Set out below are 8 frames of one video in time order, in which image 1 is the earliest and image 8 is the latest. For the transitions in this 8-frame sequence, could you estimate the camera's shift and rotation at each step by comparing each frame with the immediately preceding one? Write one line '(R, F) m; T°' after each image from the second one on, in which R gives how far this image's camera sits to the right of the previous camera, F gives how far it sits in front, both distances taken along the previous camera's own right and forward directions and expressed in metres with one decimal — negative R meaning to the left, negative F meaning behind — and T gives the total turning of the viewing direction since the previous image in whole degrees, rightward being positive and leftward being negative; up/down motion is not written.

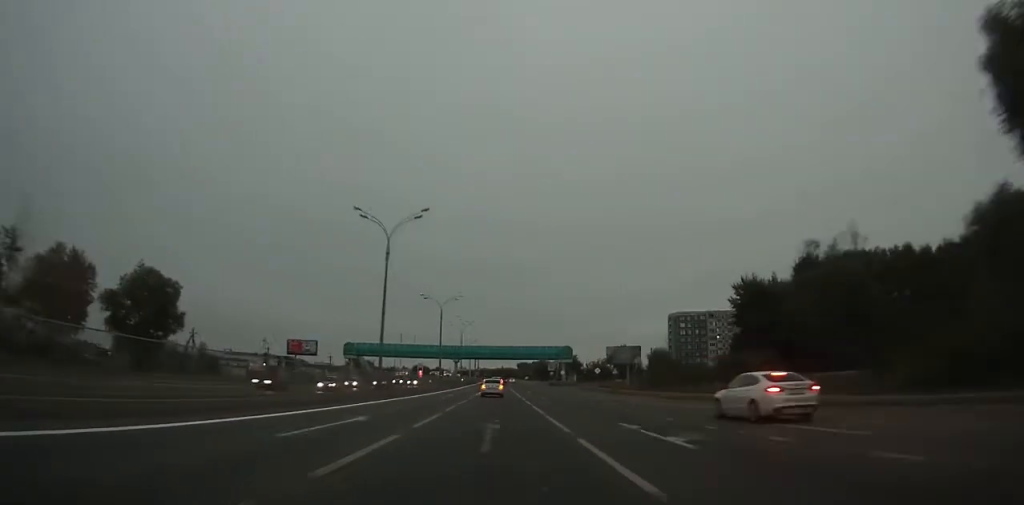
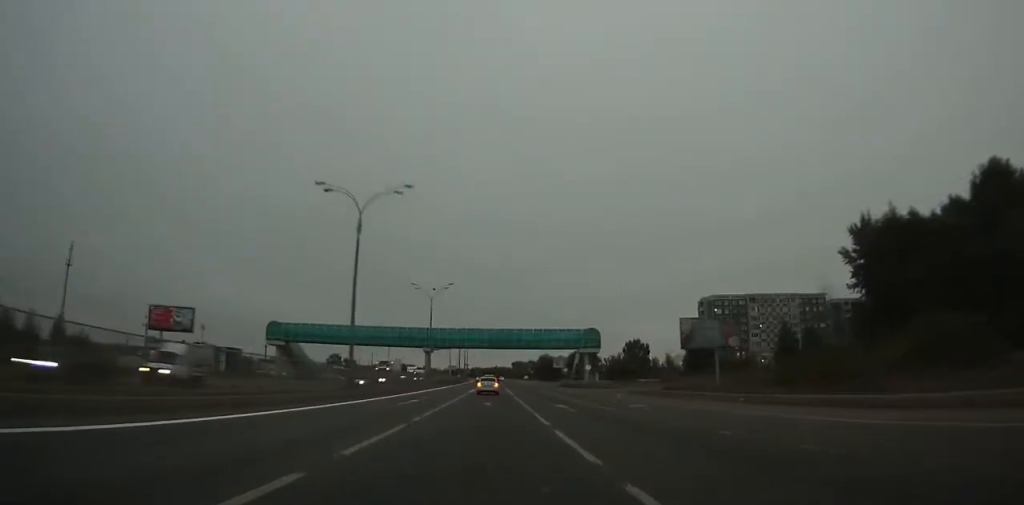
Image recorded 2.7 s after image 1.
(+0.1, +46.1) m; 0°
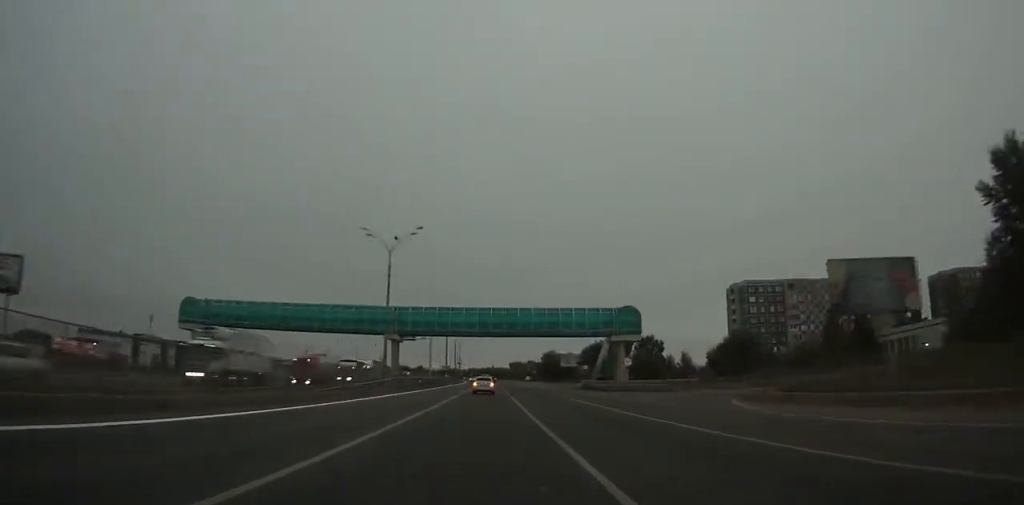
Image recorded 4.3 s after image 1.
(+0.1, +27.6) m; 0°
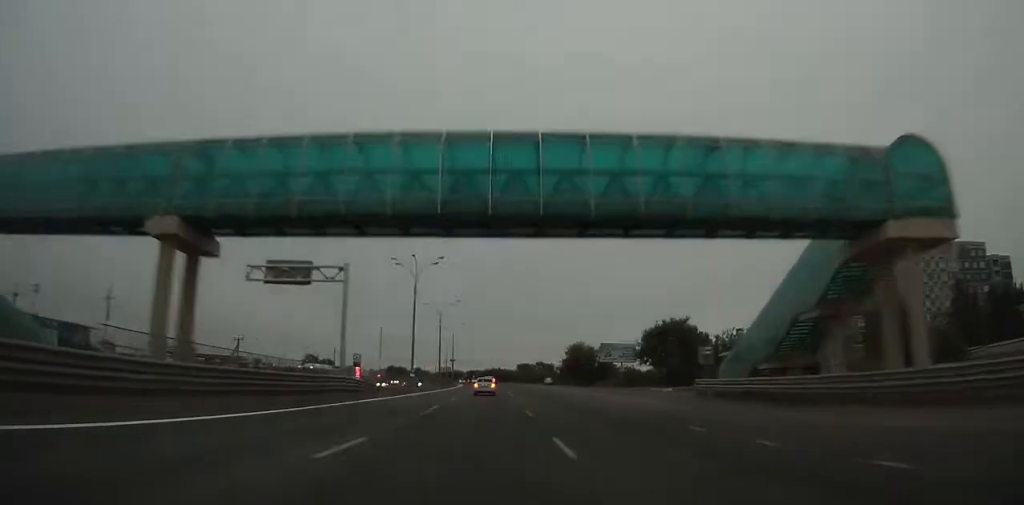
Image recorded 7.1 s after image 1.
(-0.2, +48.8) m; 0°
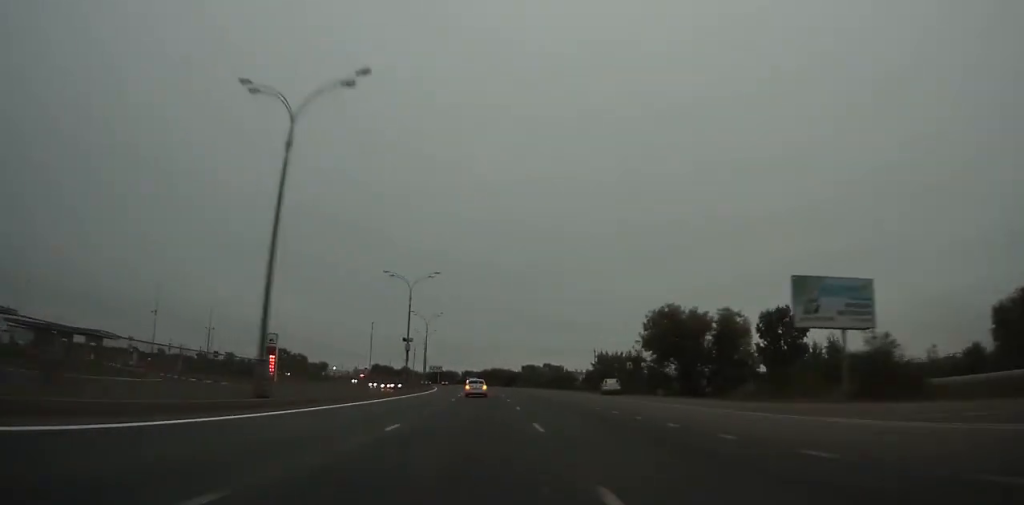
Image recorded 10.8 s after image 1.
(-0.1, +65.6) m; -1°
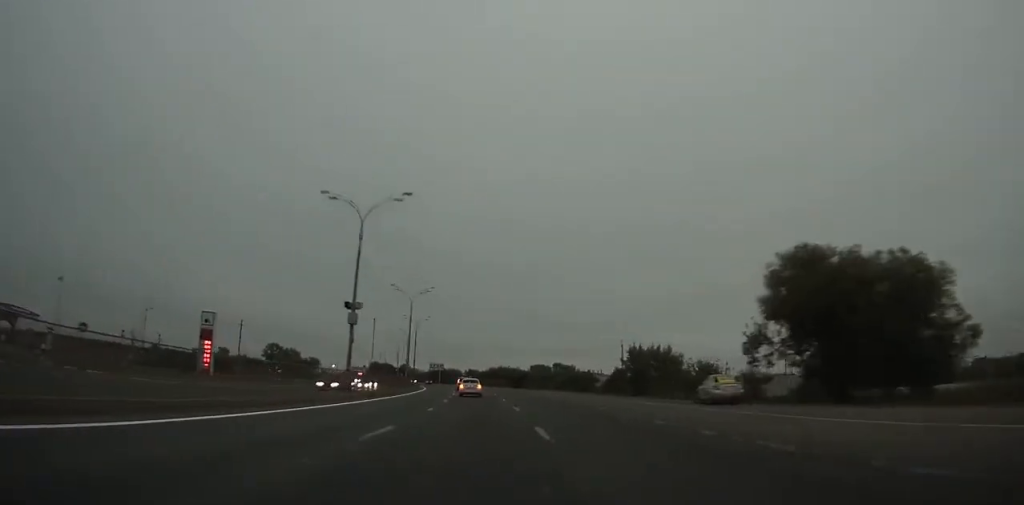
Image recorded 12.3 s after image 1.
(-0.1, +26.9) m; -1°
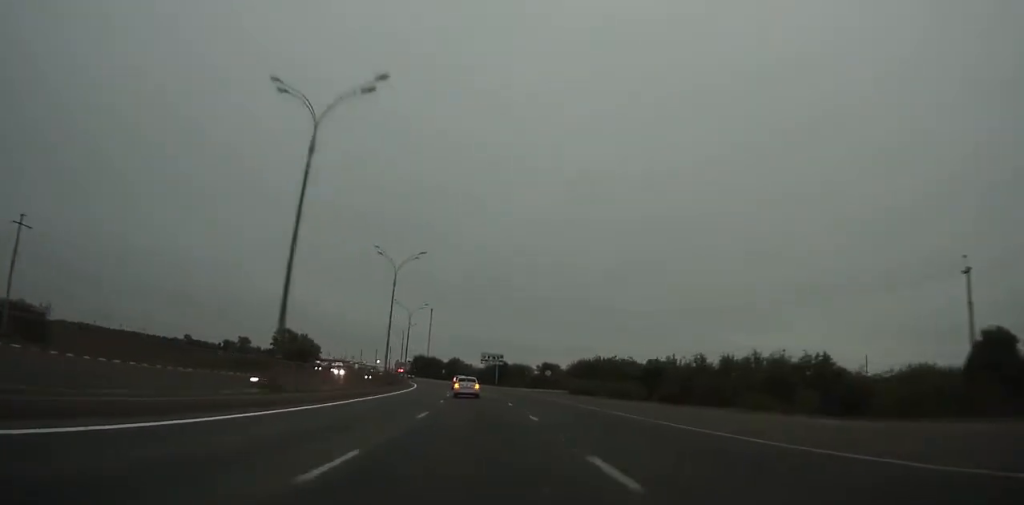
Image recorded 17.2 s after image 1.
(-3.7, +87.7) m; -6°
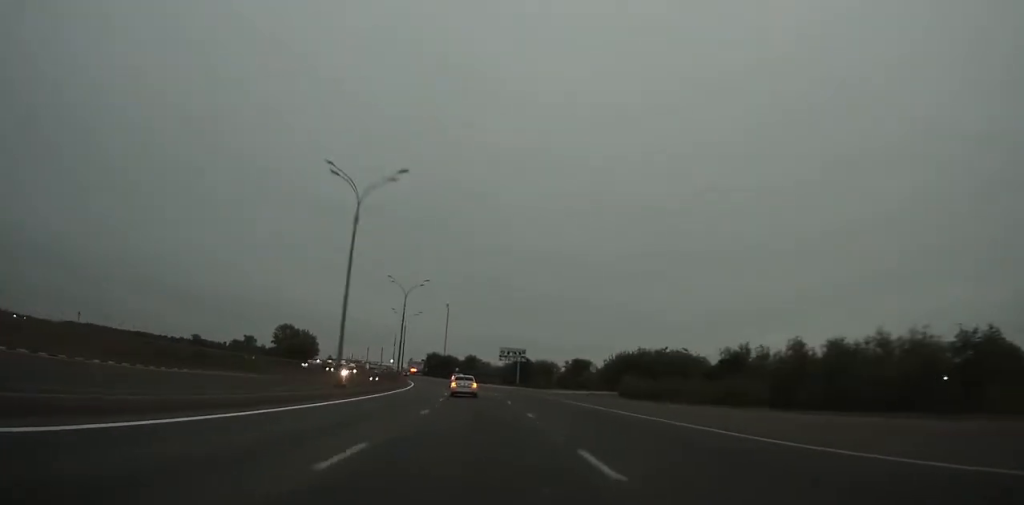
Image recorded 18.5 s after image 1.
(-0.6, +23.1) m; -2°
